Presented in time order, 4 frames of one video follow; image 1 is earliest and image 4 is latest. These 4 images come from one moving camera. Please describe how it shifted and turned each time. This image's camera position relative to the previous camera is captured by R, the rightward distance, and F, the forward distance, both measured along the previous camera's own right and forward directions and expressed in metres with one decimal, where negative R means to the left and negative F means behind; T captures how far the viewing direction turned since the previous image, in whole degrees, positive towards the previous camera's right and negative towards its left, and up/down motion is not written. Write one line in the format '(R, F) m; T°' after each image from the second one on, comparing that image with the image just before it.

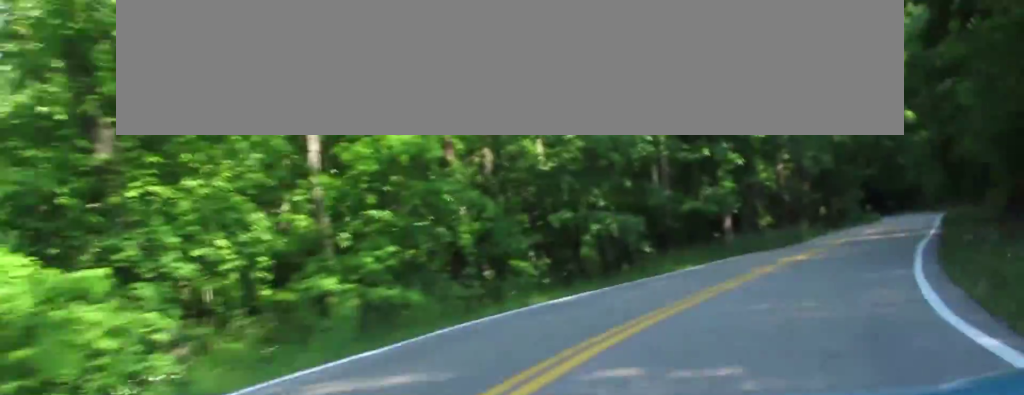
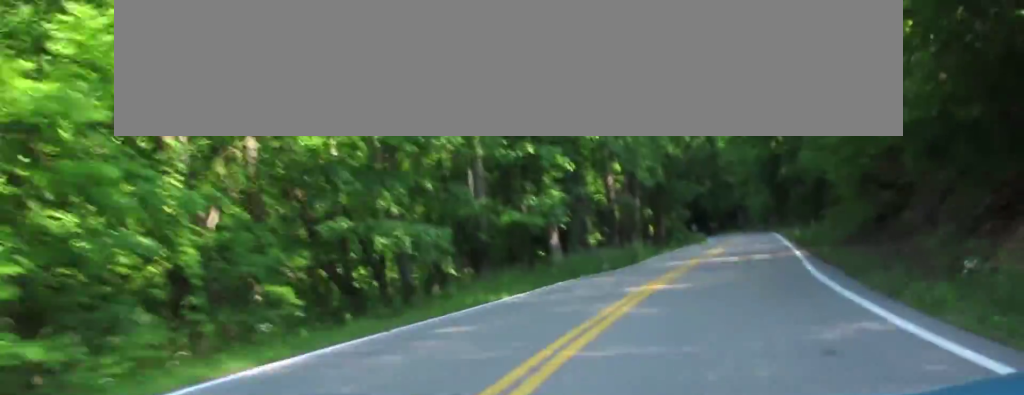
(+1.4, +9.4) m; +11°
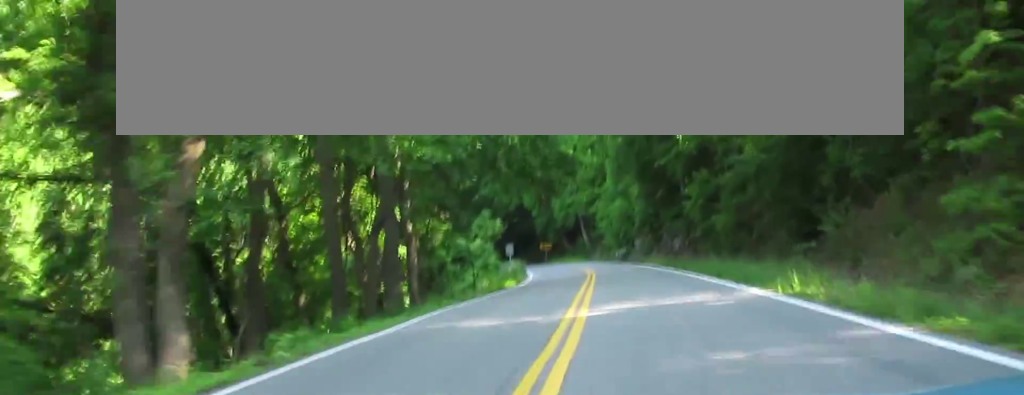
(+21.4, +69.8) m; +19°
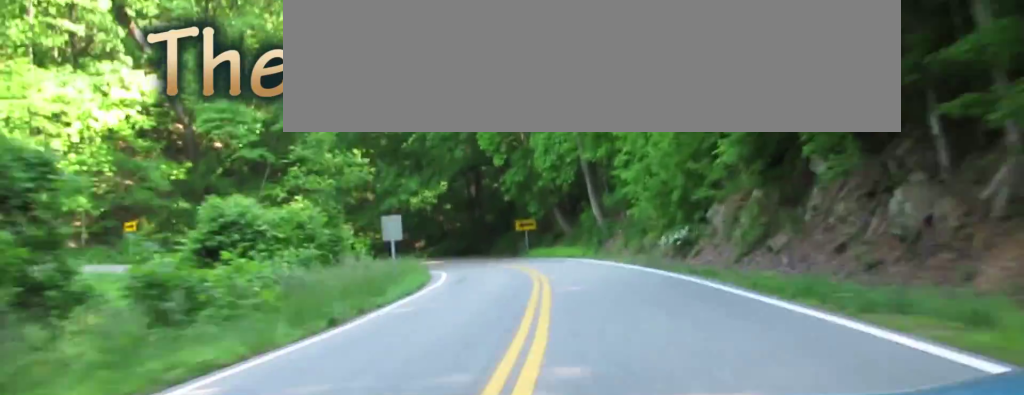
(-1.7, +56.6) m; -4°
